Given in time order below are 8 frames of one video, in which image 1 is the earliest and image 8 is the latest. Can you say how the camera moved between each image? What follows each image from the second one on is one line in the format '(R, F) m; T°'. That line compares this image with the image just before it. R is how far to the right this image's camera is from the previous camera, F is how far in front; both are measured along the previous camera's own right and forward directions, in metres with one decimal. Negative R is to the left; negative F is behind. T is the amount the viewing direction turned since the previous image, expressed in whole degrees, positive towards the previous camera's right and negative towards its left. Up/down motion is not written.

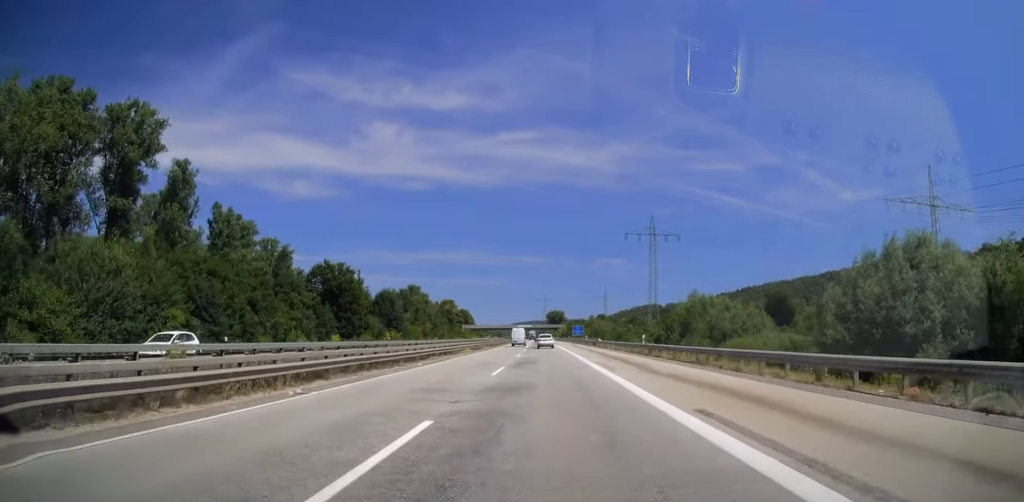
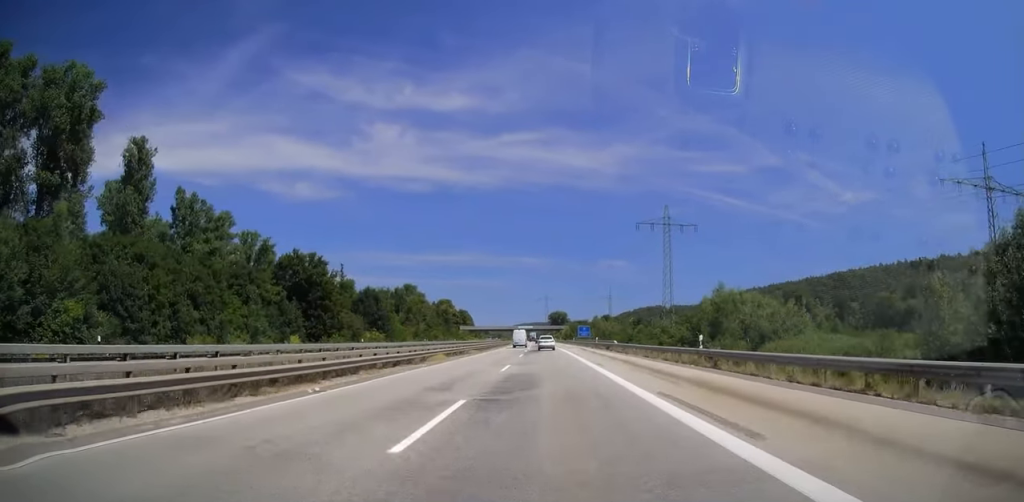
(-0.1, +14.5) m; 0°
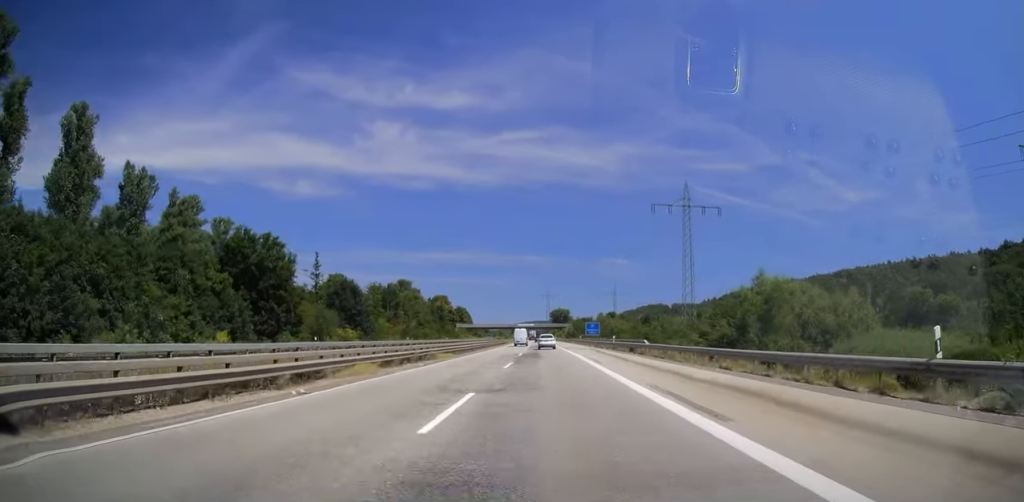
(0.0, +16.5) m; 0°
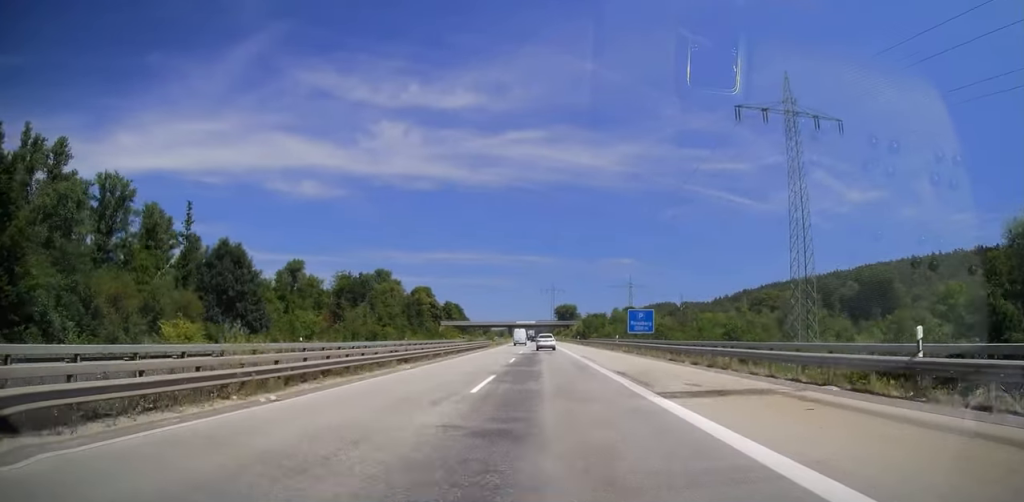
(0.0, +47.4) m; 0°
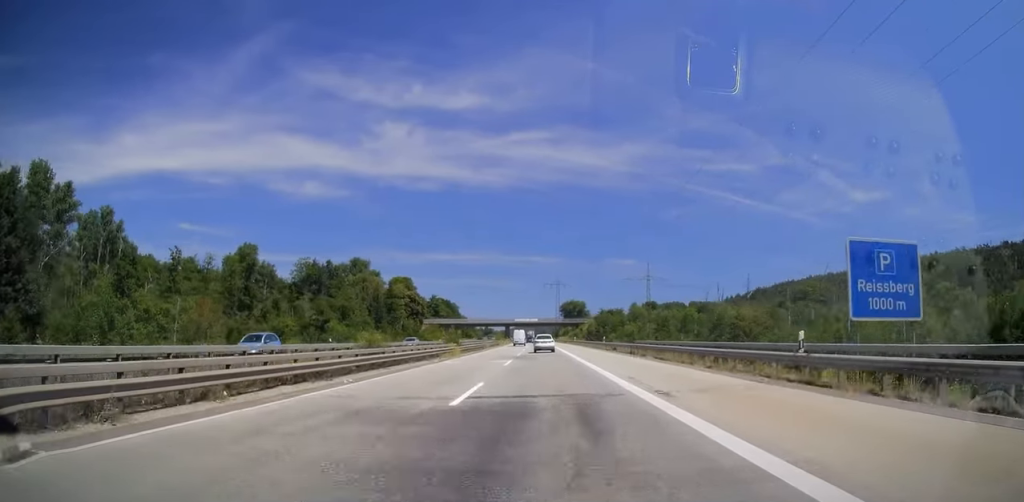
(-0.3, +38.7) m; -1°
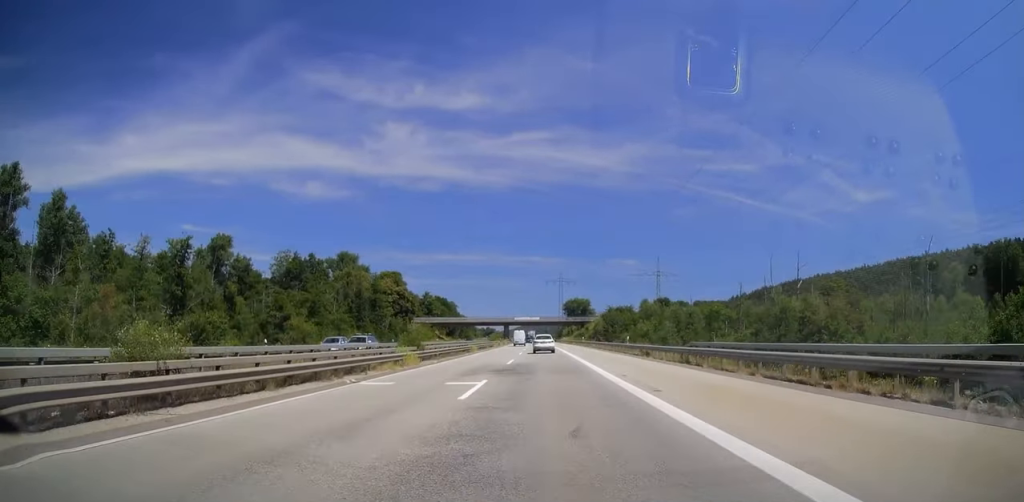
(-0.2, +16.5) m; 0°
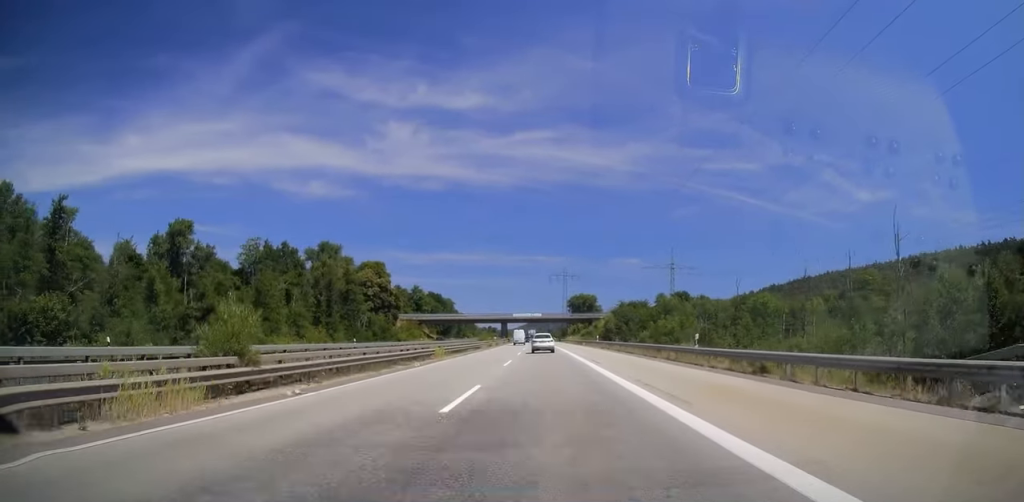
(+0.1, +20.6) m; 0°
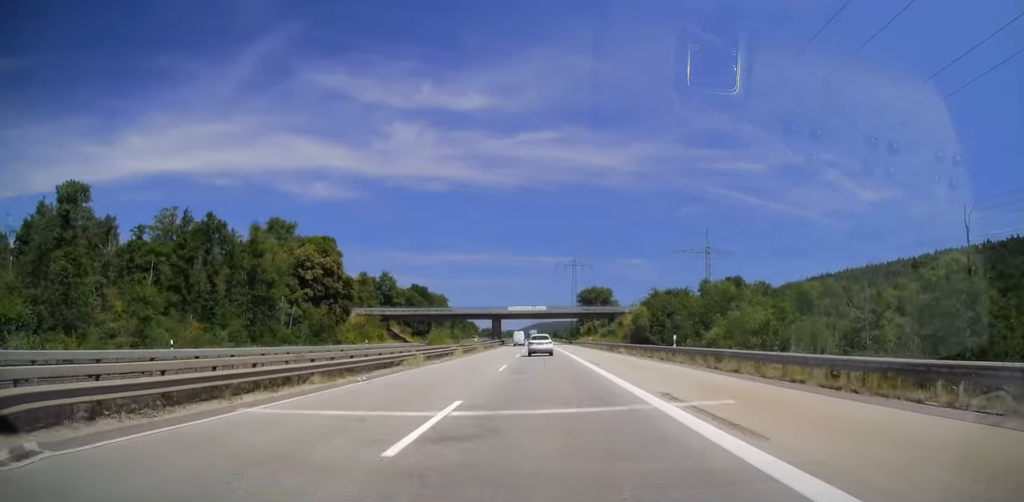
(-0.1, +39.7) m; -1°
